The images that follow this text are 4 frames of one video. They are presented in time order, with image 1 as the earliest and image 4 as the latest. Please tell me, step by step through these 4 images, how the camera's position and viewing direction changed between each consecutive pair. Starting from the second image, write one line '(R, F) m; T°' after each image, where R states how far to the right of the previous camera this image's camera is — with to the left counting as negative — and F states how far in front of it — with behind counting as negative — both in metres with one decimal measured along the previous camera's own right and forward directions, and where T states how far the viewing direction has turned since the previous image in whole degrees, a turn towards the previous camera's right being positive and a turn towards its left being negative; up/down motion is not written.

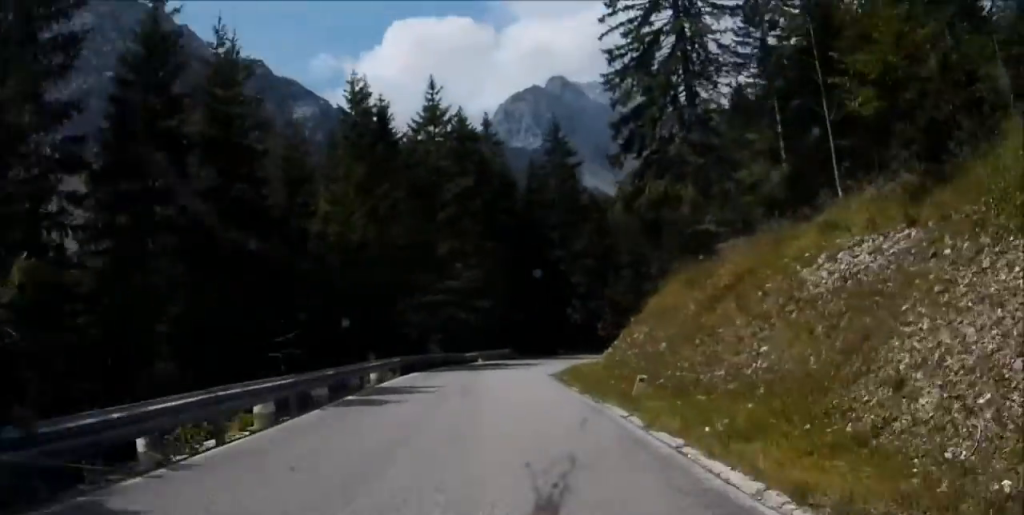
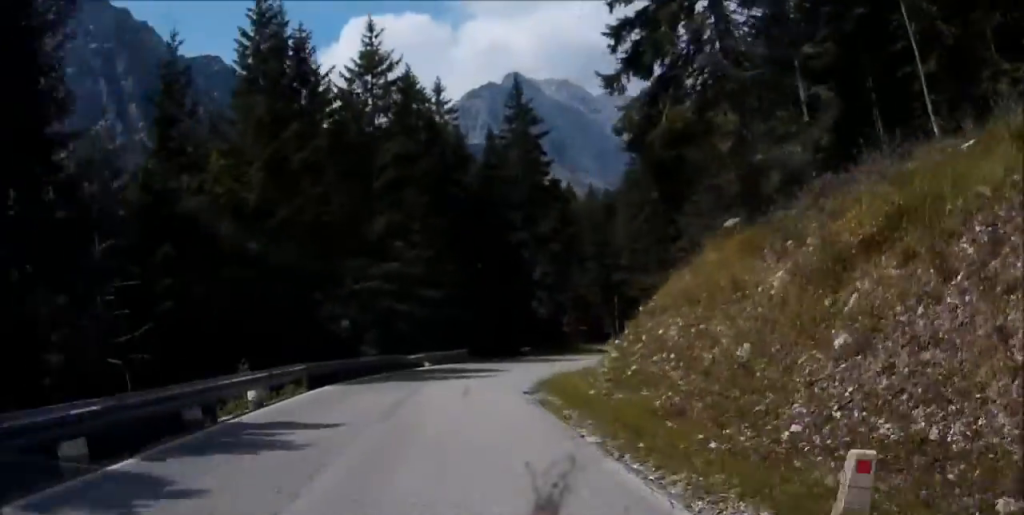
(+0.6, +7.6) m; +5°
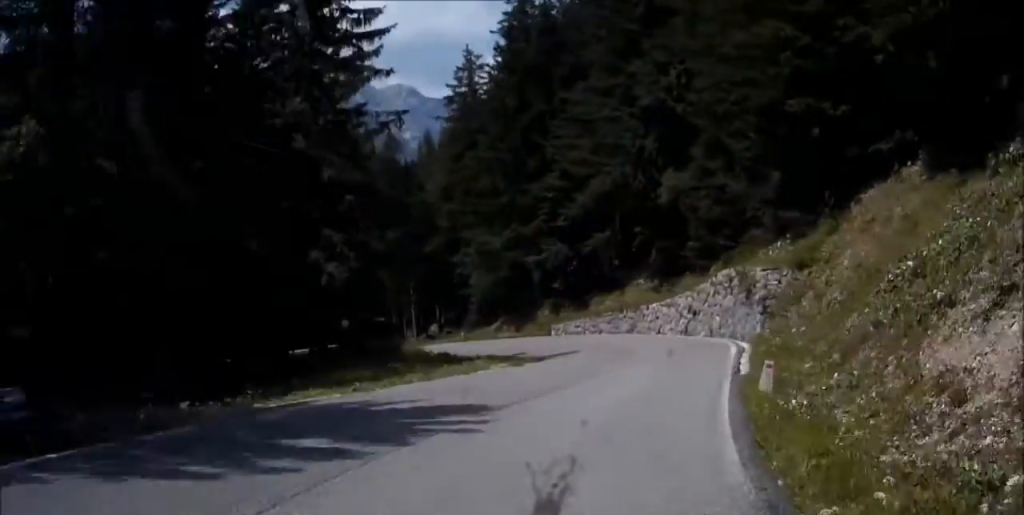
(+2.1, +22.9) m; +18°
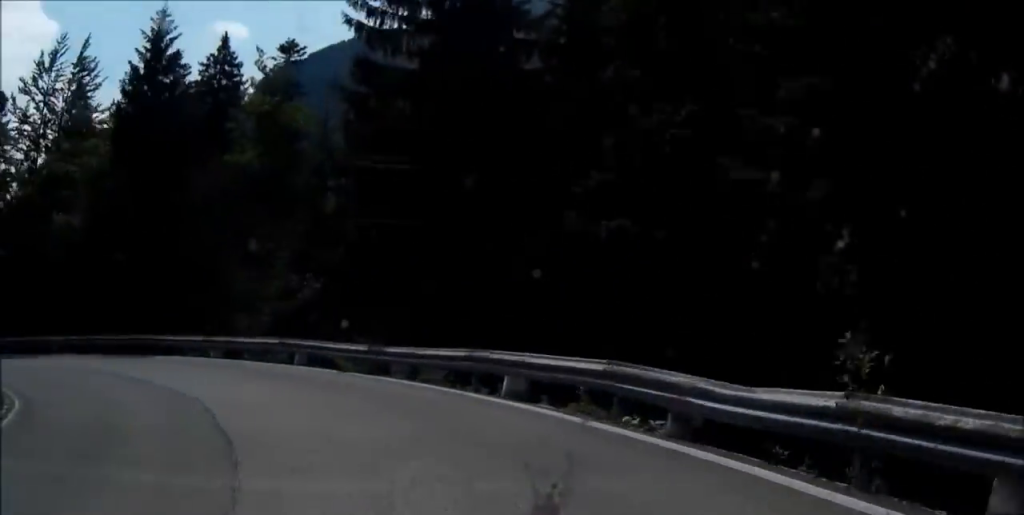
(-20.5, +45.7) m; -102°
